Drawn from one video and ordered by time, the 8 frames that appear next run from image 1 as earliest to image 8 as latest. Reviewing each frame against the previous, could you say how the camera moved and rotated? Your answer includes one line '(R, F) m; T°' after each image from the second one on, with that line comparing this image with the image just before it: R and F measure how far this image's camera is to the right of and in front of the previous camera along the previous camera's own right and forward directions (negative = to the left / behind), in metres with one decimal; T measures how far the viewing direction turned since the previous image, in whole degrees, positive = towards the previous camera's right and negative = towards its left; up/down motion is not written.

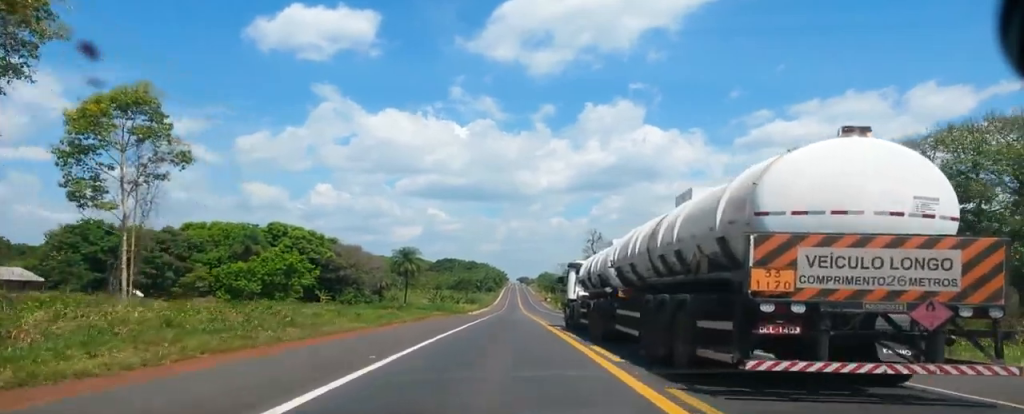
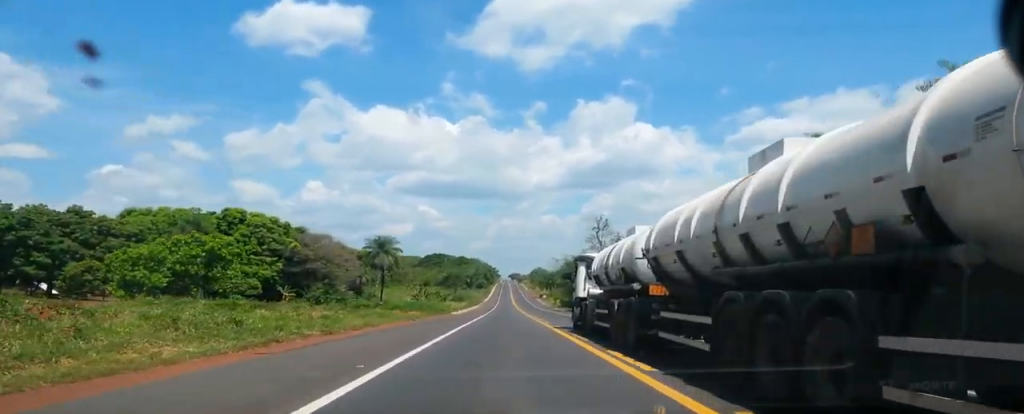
(+0.4, +18.3) m; +1°
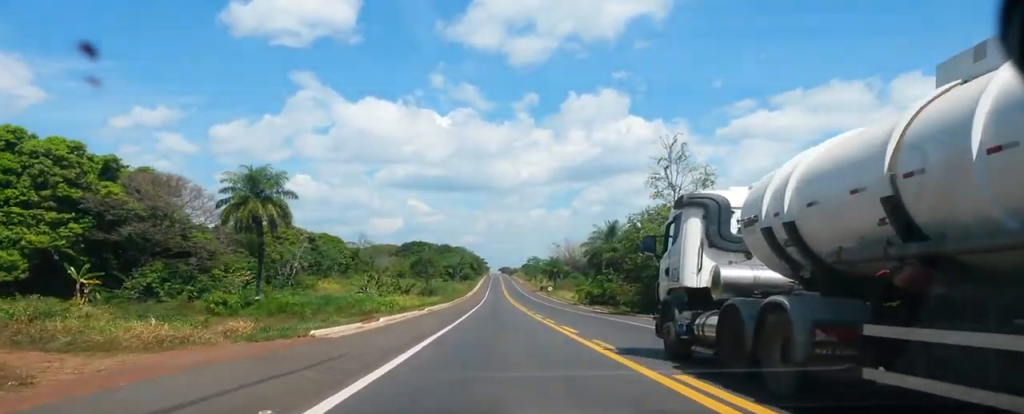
(+0.7, +54.7) m; 0°
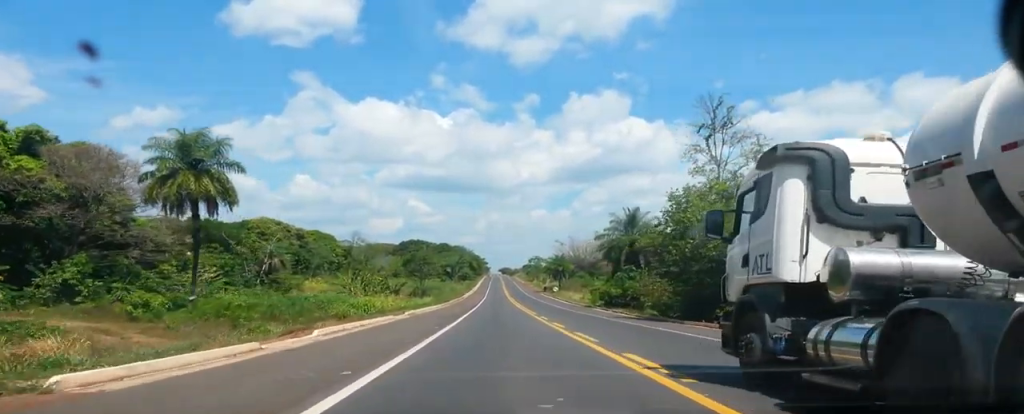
(+0.1, +12.5) m; 0°
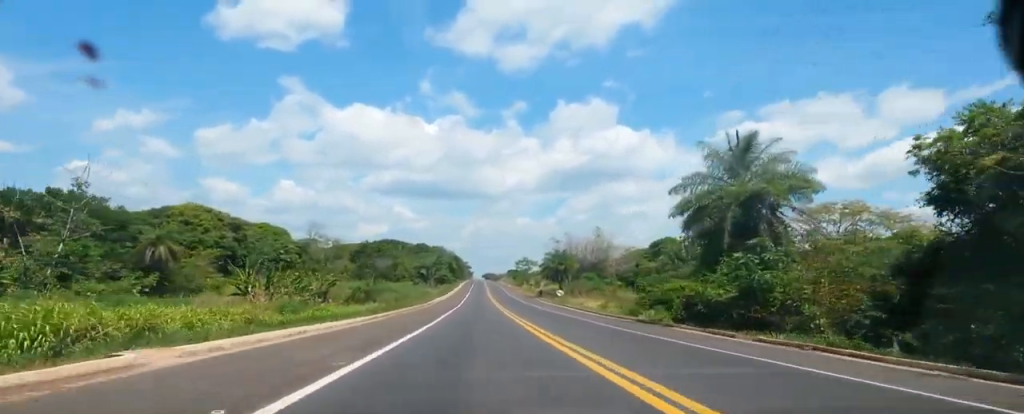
(-0.6, +35.7) m; -1°
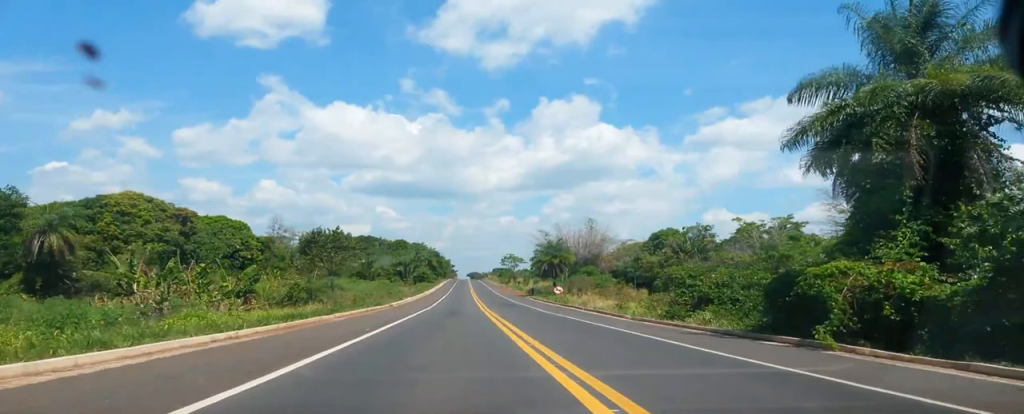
(+0.1, +17.7) m; 0°
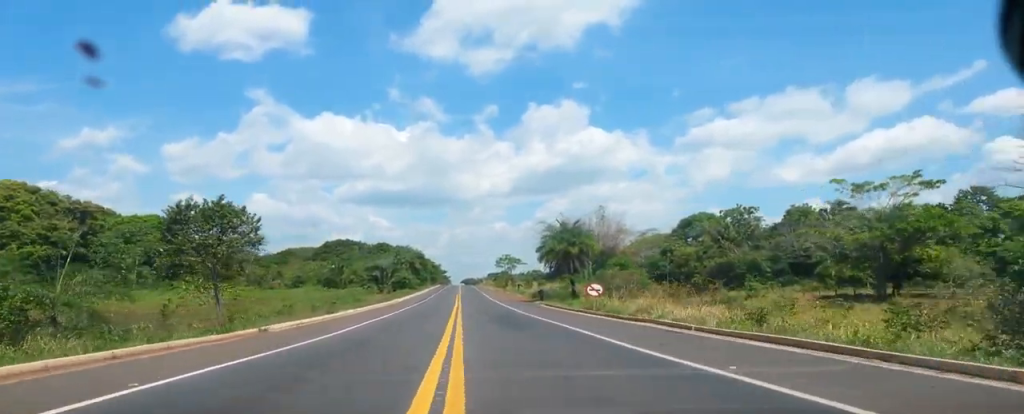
(0.0, +31.7) m; -1°
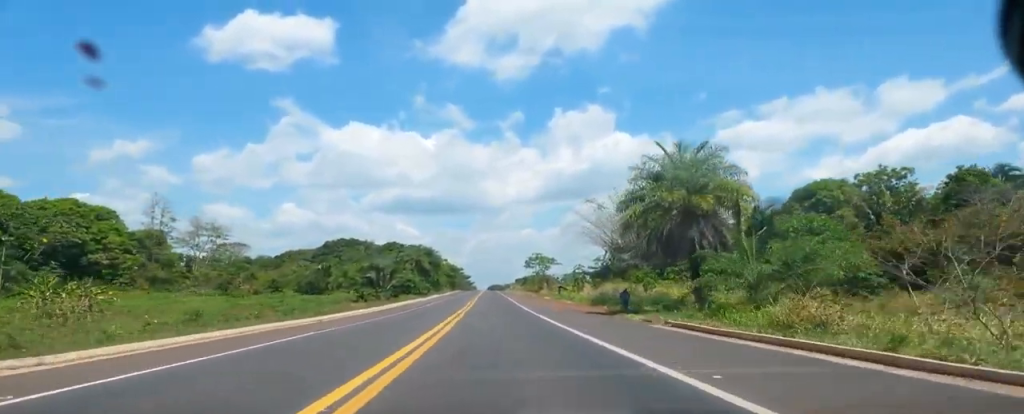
(-0.5, +38.7) m; -1°
